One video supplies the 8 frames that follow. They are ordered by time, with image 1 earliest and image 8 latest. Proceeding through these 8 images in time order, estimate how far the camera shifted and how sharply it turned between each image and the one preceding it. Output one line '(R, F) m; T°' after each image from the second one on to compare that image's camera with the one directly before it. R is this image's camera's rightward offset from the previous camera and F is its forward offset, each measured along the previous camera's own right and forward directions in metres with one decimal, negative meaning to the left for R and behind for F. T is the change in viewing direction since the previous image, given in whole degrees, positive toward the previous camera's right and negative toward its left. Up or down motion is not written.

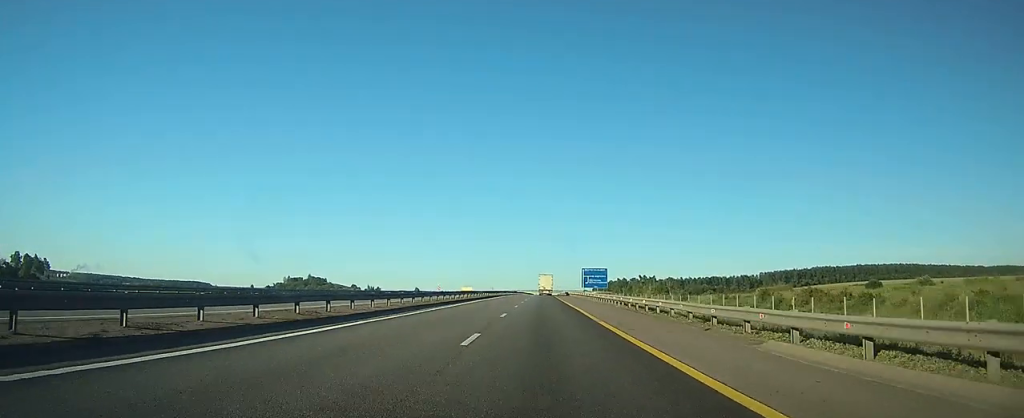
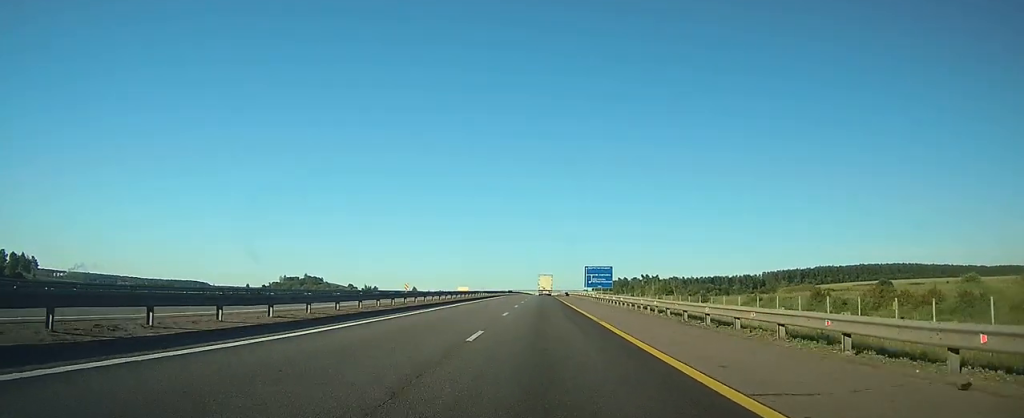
(0.0, +11.1) m; 0°
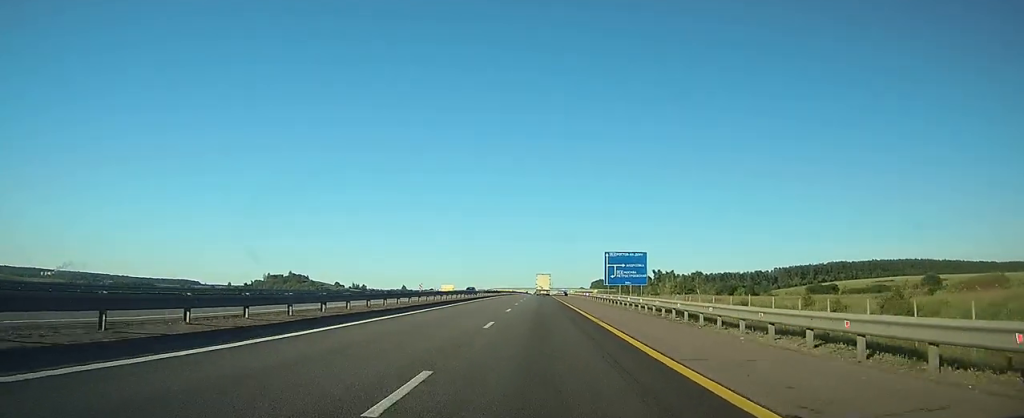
(+0.5, +43.4) m; +1°
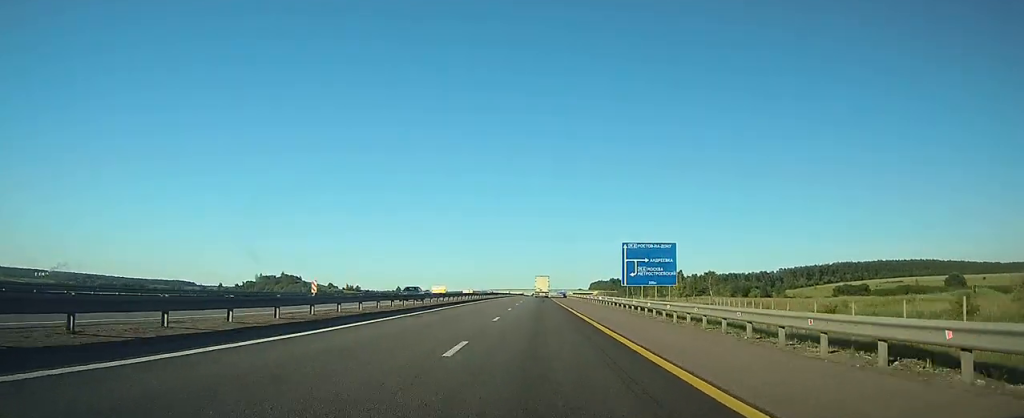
(0.0, +18.7) m; 0°
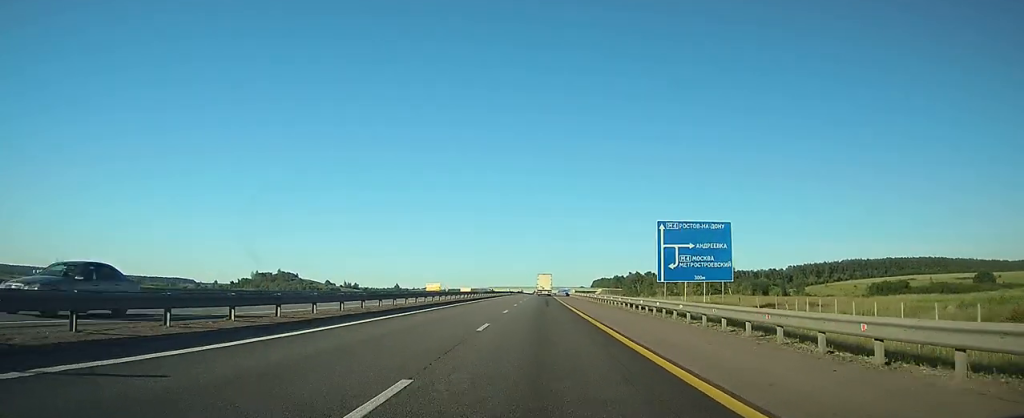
(0.0, +17.9) m; 0°
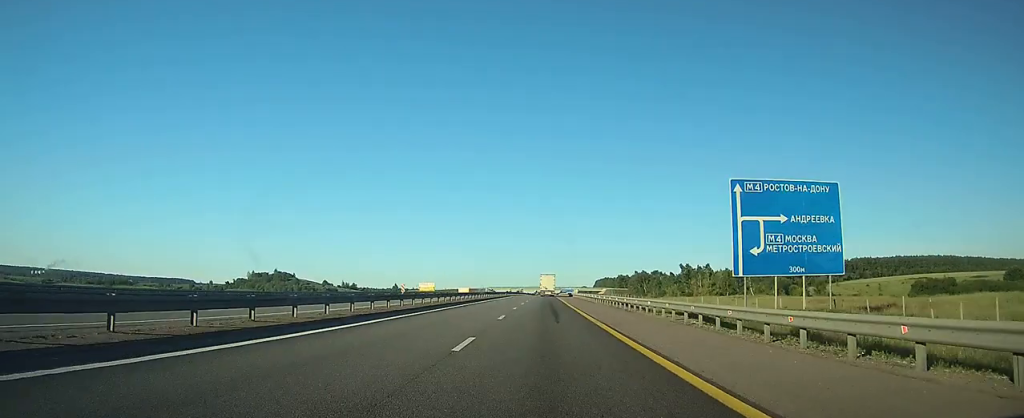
(0.0, +17.0) m; 0°
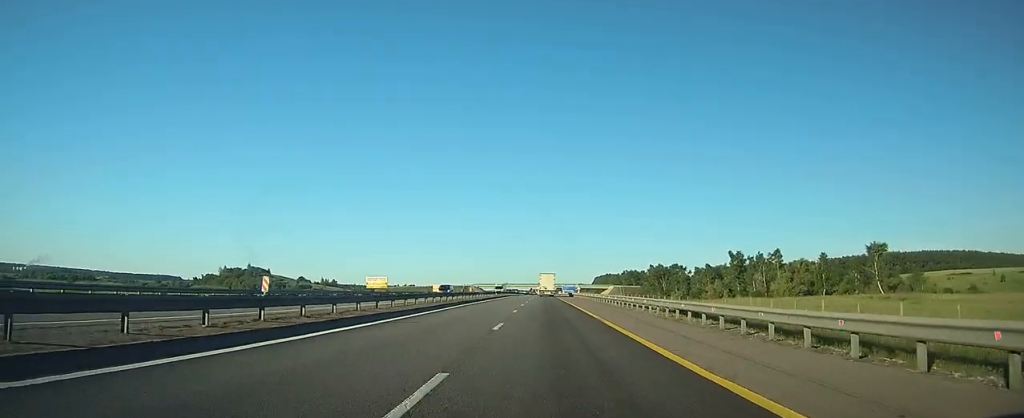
(+0.2, +65.8) m; 0°
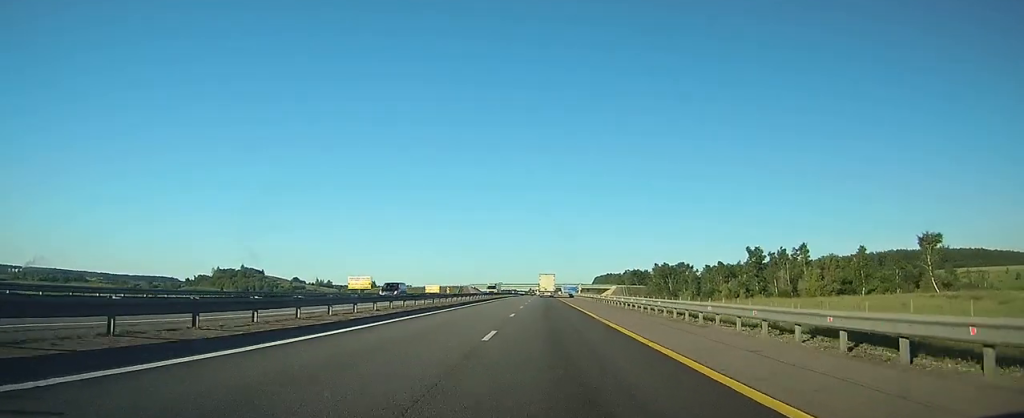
(0.0, +15.4) m; 0°
